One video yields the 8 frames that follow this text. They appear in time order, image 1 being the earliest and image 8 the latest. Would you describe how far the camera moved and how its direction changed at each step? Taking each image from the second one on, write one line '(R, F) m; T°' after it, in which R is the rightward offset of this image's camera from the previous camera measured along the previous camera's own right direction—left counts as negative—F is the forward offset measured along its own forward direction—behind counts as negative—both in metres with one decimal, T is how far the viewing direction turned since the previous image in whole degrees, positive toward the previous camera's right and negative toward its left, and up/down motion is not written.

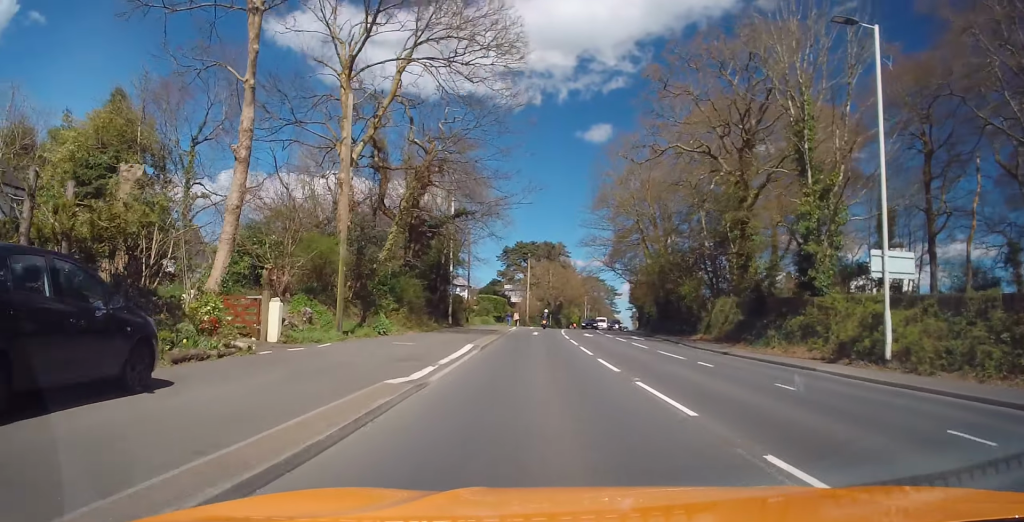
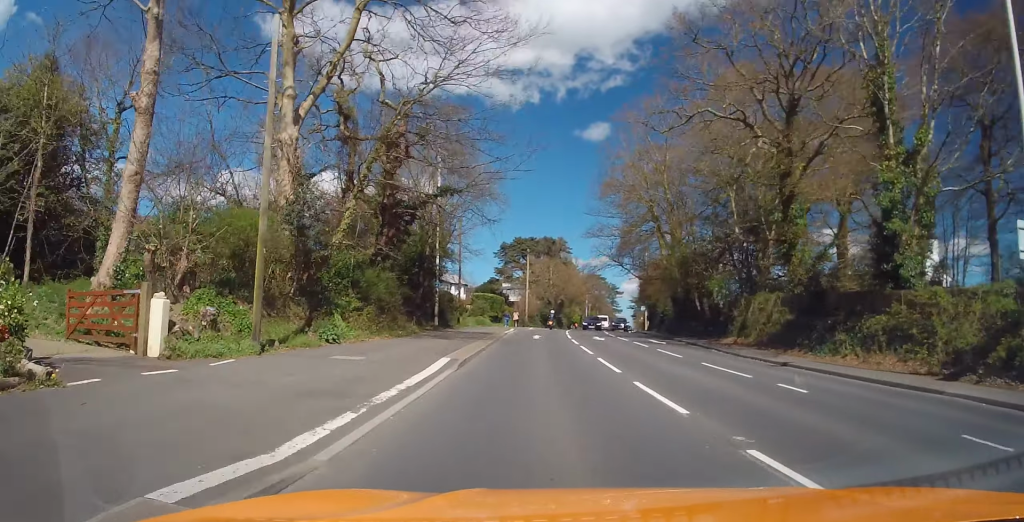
(-0.1, +6.1) m; -1°
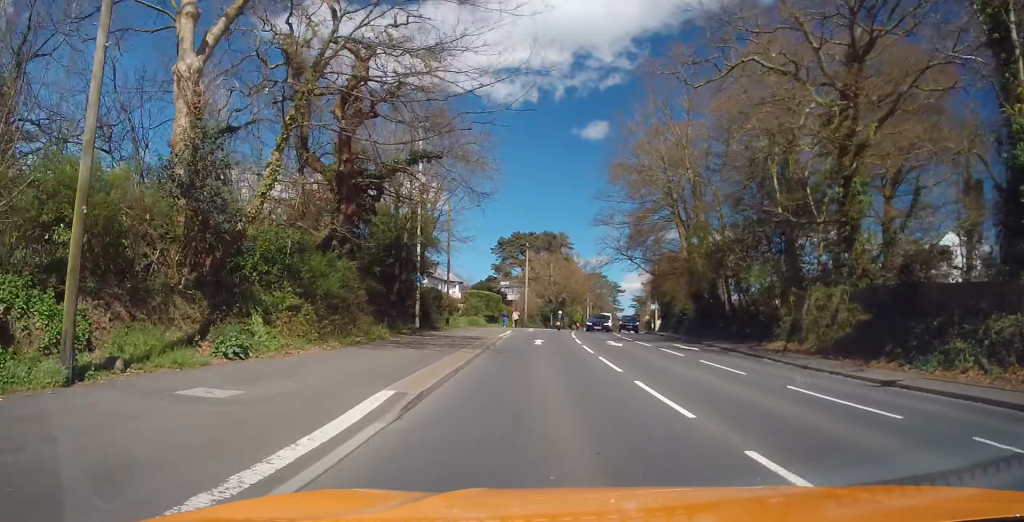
(0.0, +6.1) m; -1°
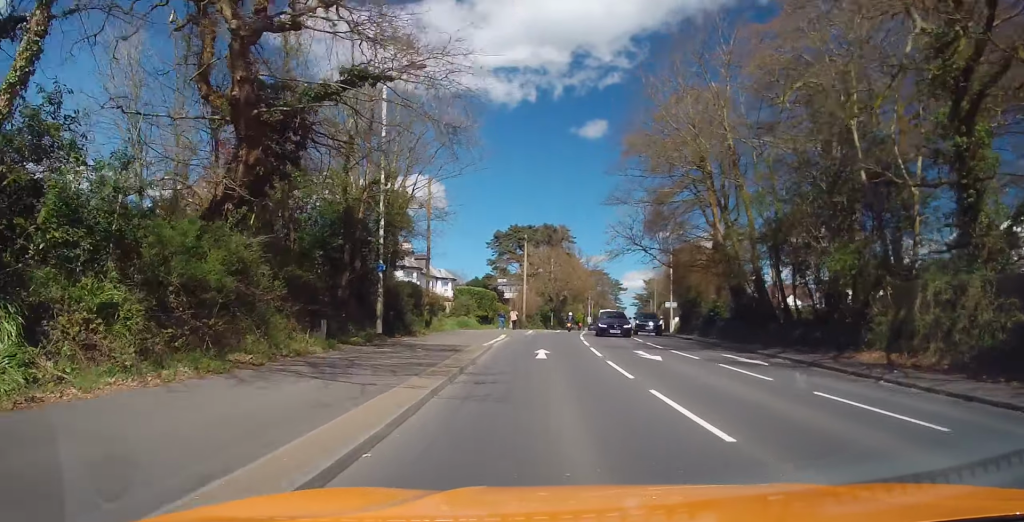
(0.0, +7.5) m; 0°
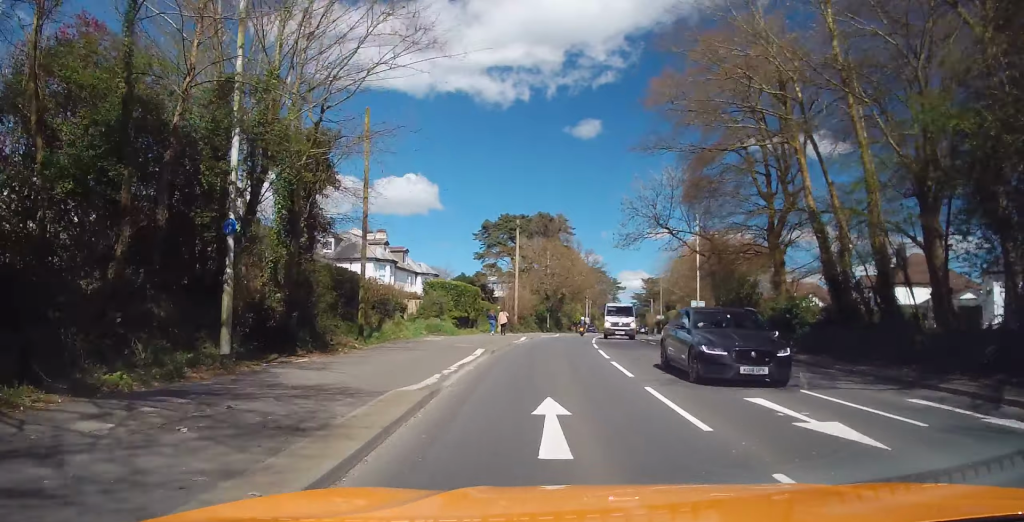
(0.0, +11.2) m; +1°
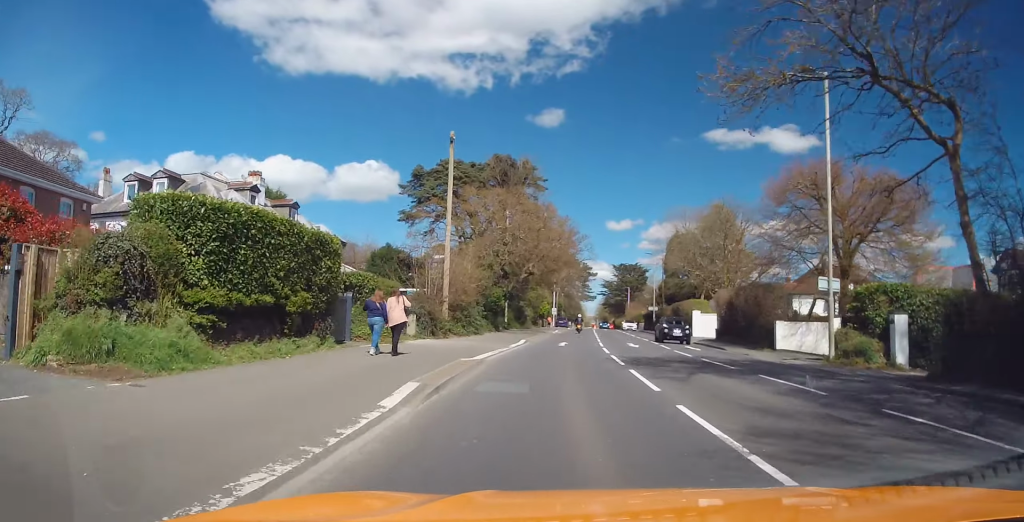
(+0.8, +25.5) m; +2°
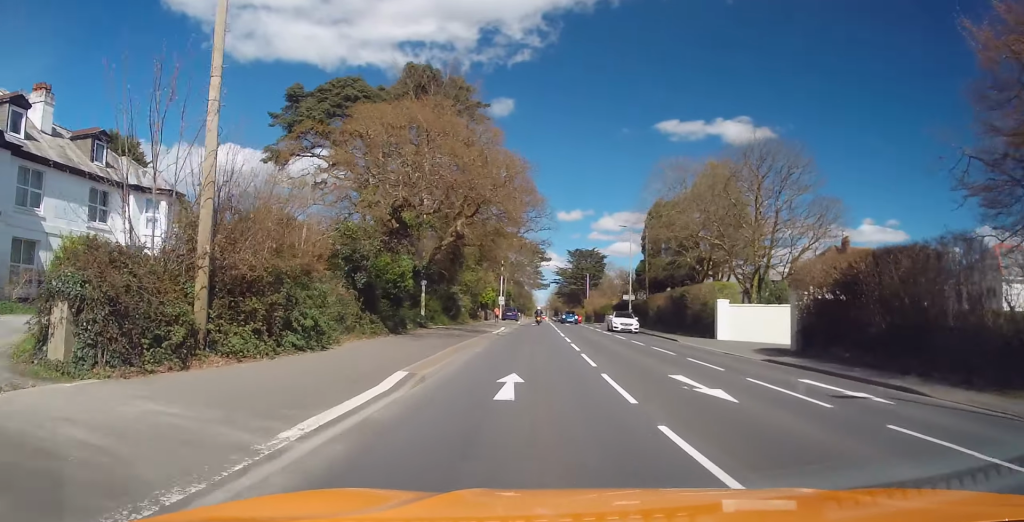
(0.0, +19.7) m; +3°
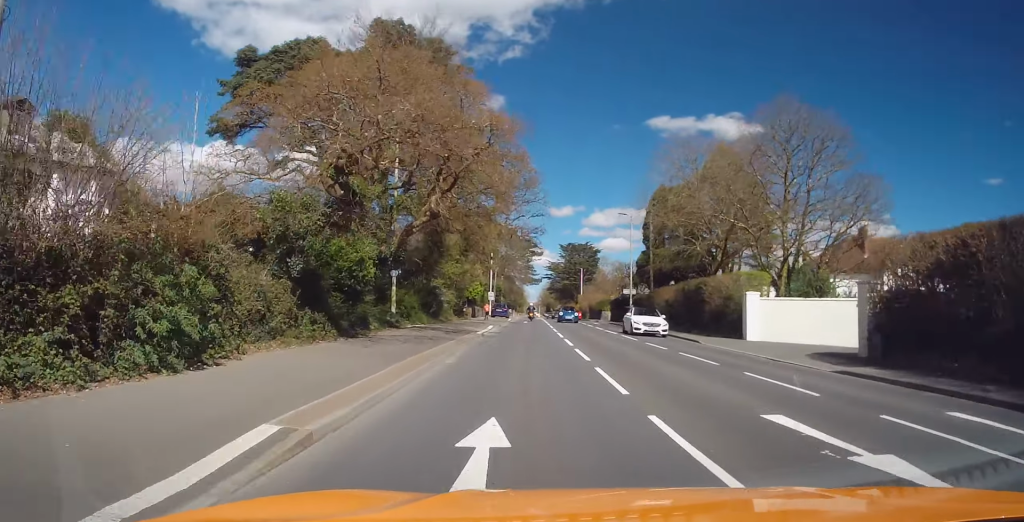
(+0.1, +5.8) m; +1°
